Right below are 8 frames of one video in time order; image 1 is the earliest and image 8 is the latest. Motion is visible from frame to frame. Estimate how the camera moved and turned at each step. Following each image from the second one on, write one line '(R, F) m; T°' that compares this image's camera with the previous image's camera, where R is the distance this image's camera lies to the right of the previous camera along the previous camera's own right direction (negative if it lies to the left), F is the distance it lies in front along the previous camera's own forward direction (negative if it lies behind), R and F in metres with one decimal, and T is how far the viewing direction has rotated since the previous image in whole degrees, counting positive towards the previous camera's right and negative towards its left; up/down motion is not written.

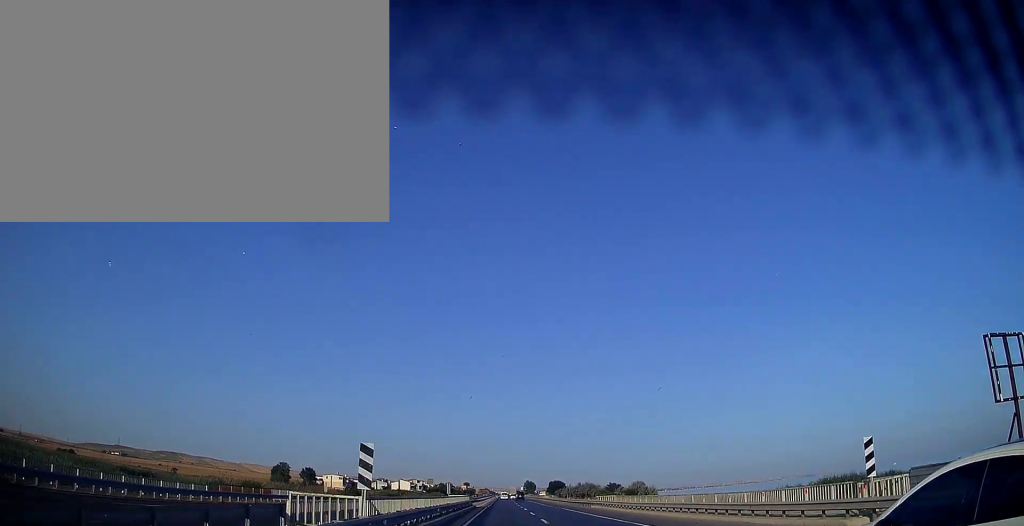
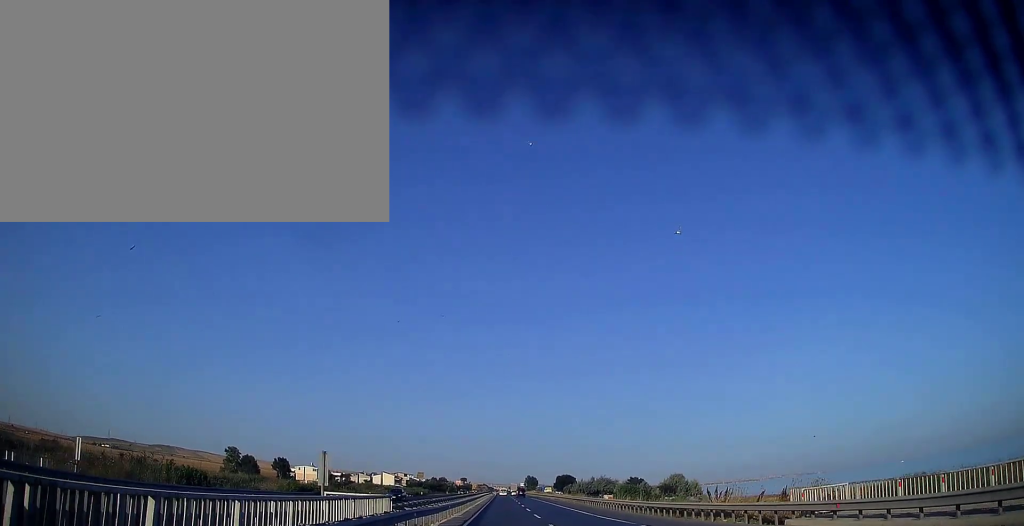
(0.0, +42.2) m; 0°
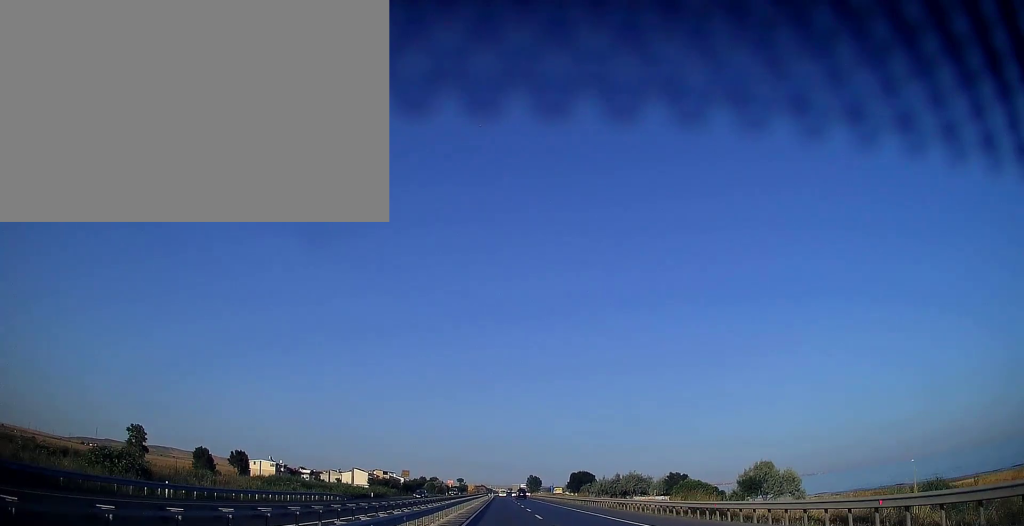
(-0.1, +50.2) m; 0°
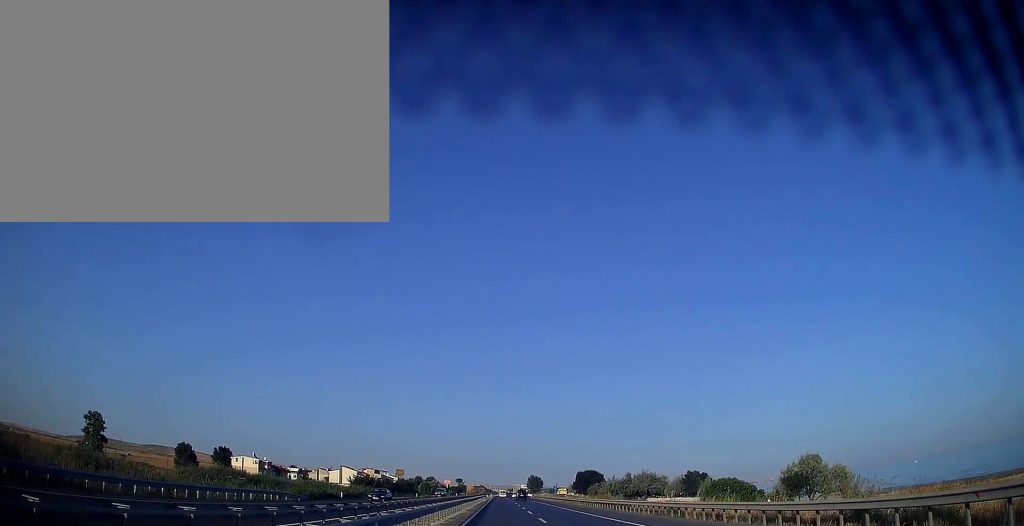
(0.0, +14.7) m; 0°
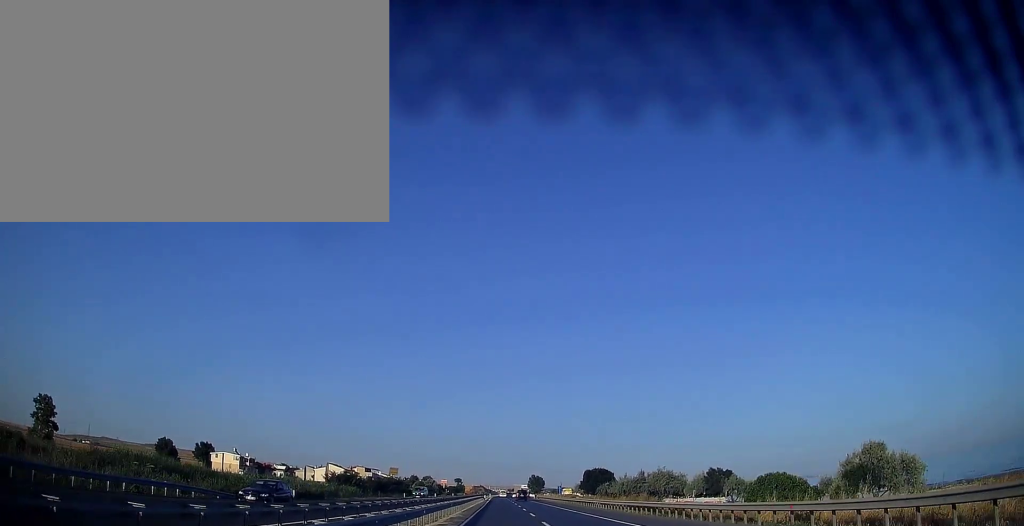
(0.0, +16.7) m; 0°
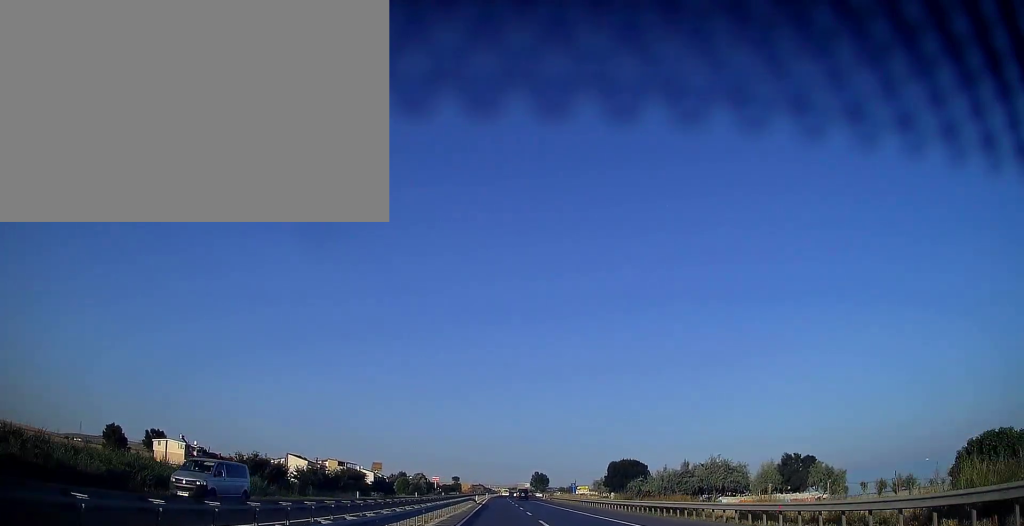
(0.0, +34.5) m; 0°
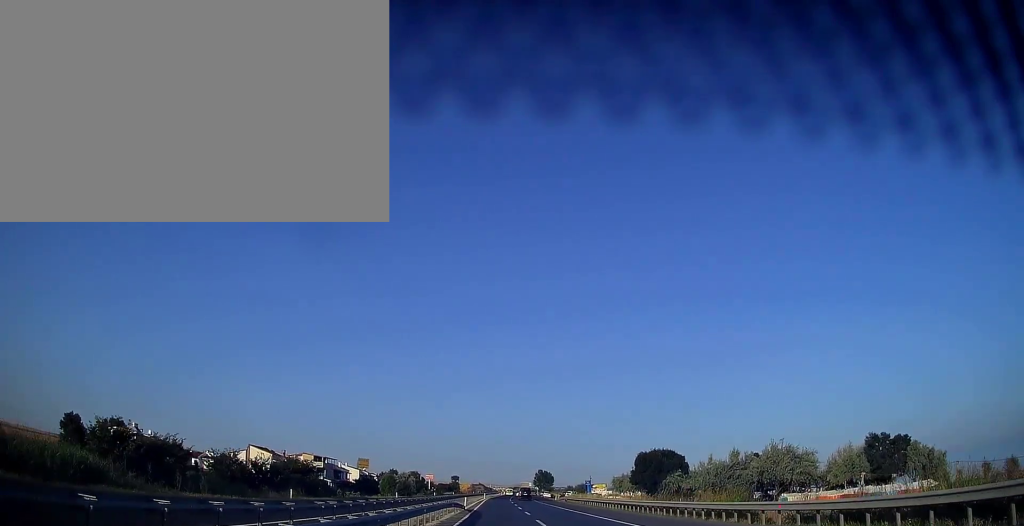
(0.0, +24.0) m; 0°
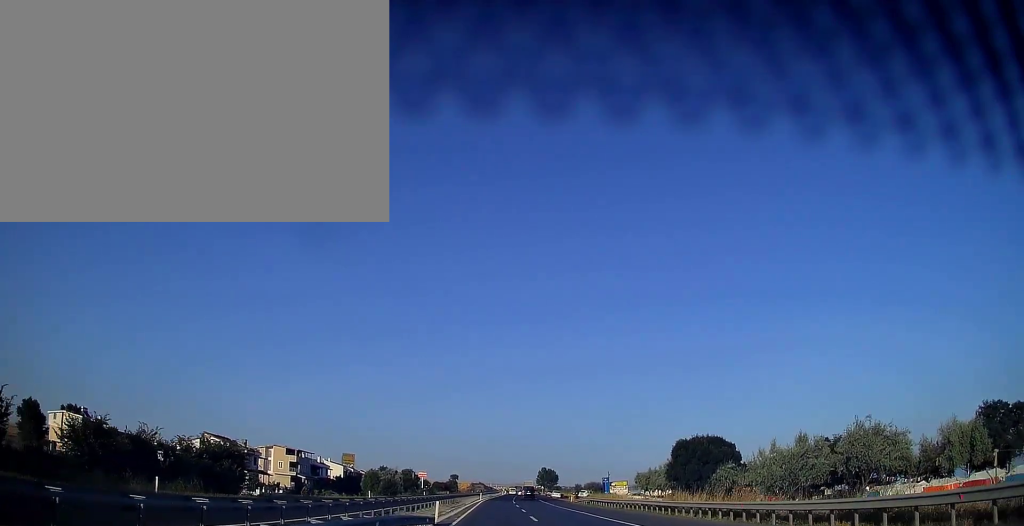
(0.0, +21.9) m; 0°
